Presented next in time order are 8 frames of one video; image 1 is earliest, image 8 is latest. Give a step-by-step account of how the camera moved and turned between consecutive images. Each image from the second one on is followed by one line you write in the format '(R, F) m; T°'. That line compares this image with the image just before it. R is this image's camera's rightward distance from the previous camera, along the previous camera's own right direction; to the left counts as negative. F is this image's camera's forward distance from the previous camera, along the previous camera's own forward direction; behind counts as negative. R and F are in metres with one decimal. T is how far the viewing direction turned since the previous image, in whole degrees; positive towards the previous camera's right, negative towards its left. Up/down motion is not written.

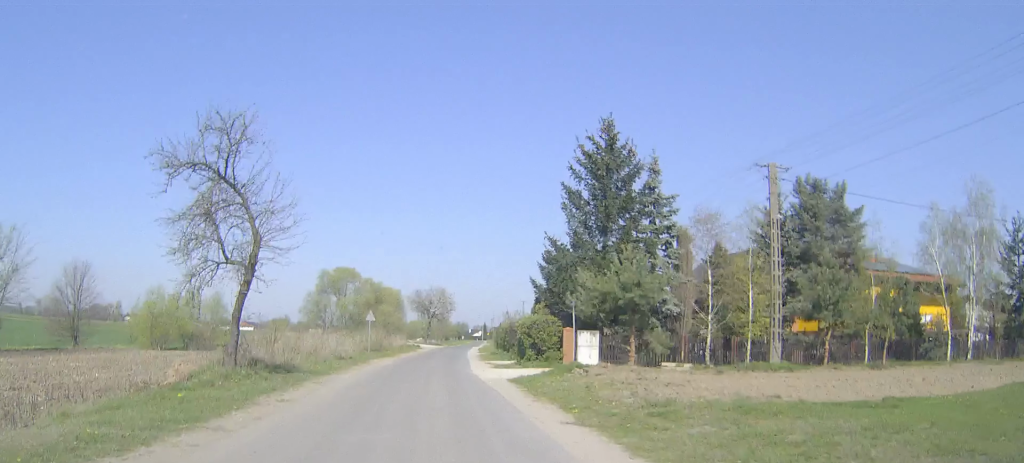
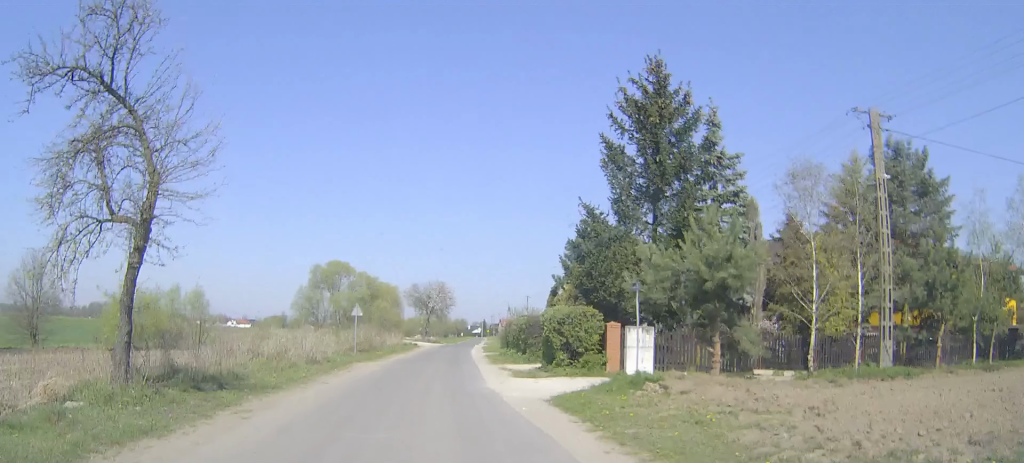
(0.0, +7.1) m; 0°
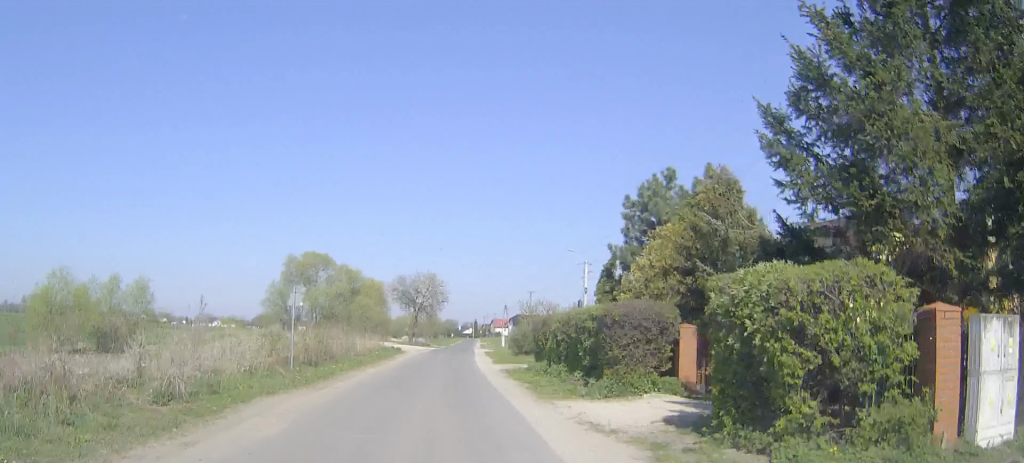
(0.0, +14.4) m; 0°
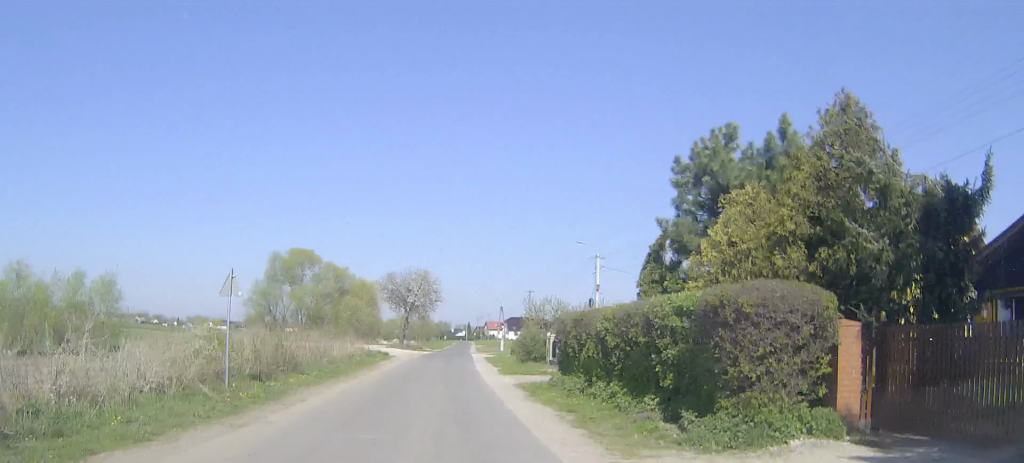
(0.0, +6.3) m; +1°
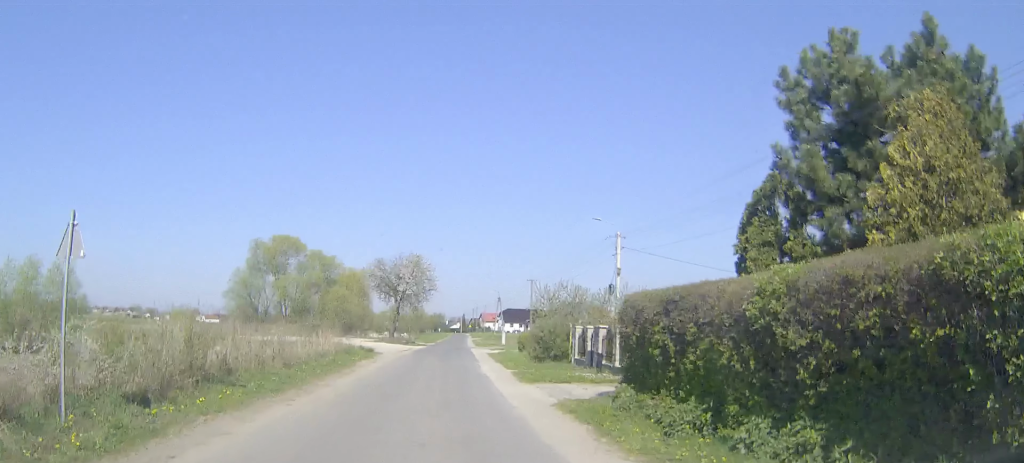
(0.0, +7.1) m; +1°
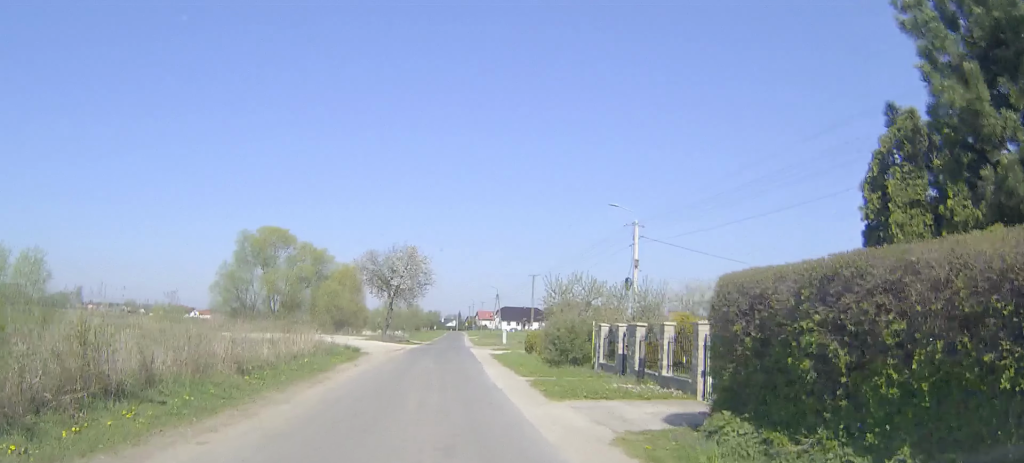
(0.0, +4.5) m; 0°
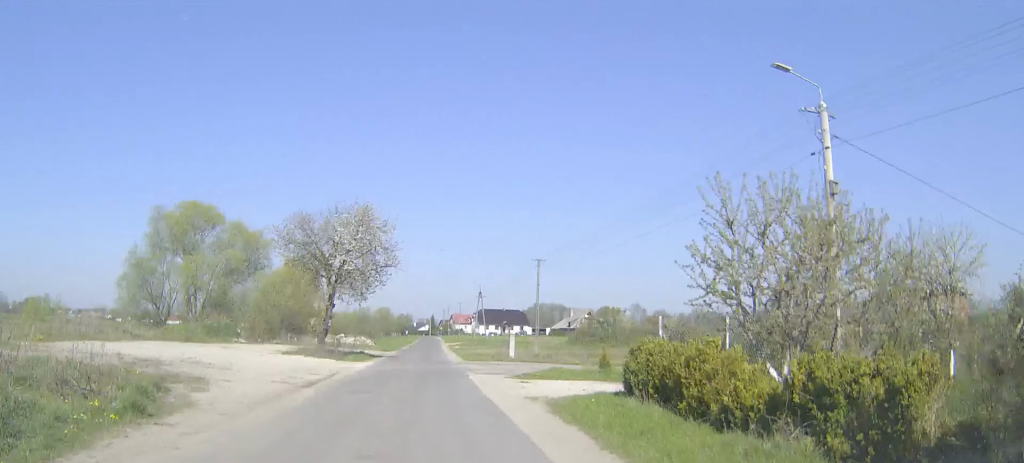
(+0.4, +24.2) m; +2°
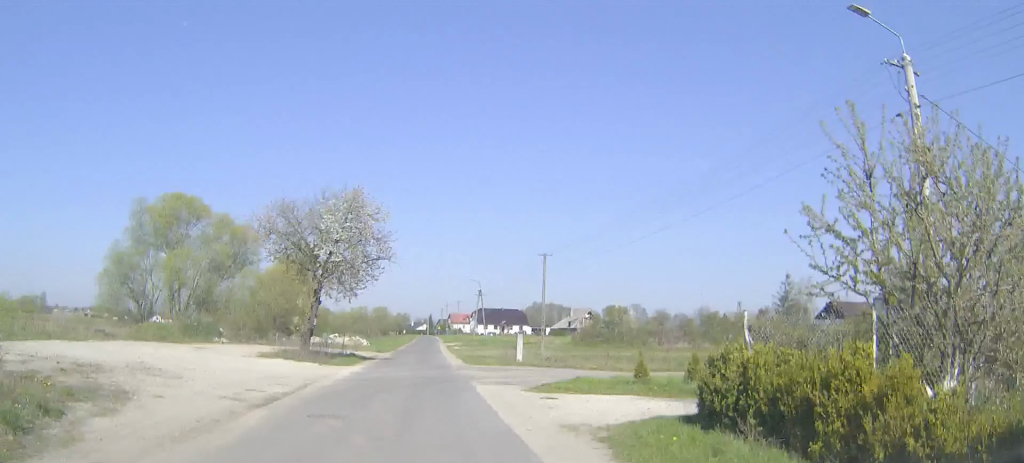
(0.0, +4.6) m; 0°
